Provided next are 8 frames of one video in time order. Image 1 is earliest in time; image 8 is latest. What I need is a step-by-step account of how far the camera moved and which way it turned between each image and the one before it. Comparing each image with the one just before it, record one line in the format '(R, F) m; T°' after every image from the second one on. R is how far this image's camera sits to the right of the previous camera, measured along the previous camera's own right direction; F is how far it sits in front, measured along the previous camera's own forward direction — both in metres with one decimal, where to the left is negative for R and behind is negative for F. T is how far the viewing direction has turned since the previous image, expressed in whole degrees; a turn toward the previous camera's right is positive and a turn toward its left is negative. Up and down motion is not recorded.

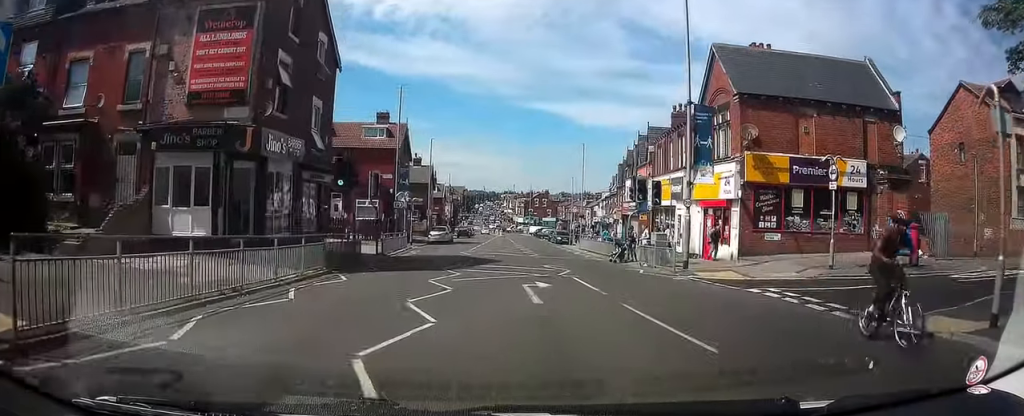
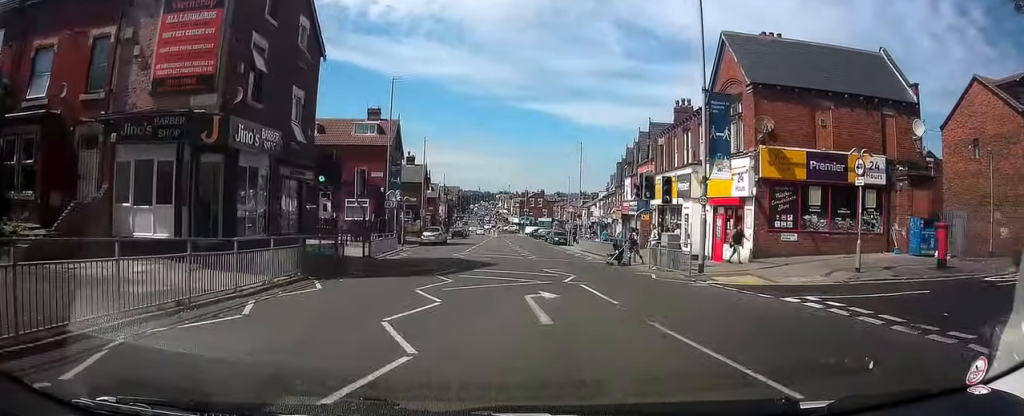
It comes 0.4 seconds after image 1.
(0.0, +2.3) m; 0°
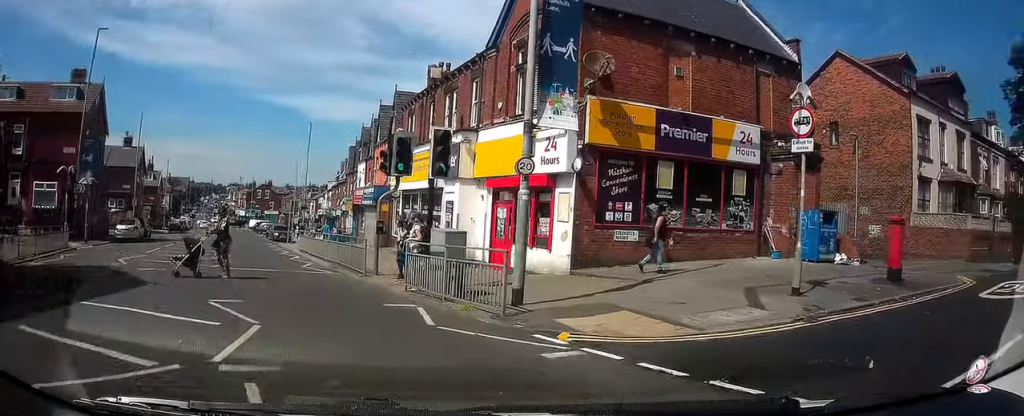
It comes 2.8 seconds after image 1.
(+1.4, +11.3) m; +23°
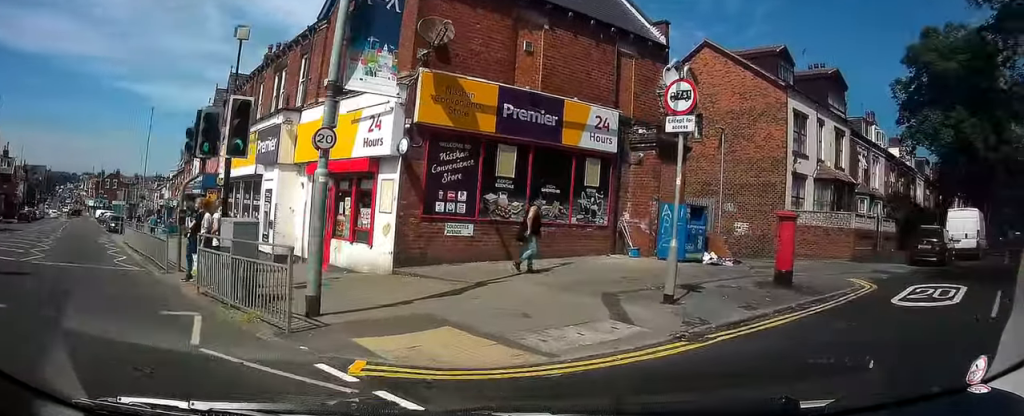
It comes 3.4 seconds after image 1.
(0.0, +2.3) m; +12°
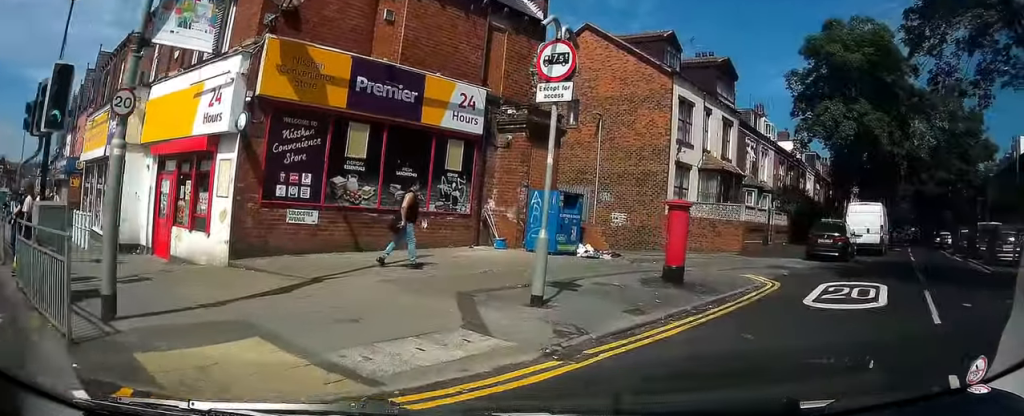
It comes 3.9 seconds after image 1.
(+0.3, +1.6) m; +10°
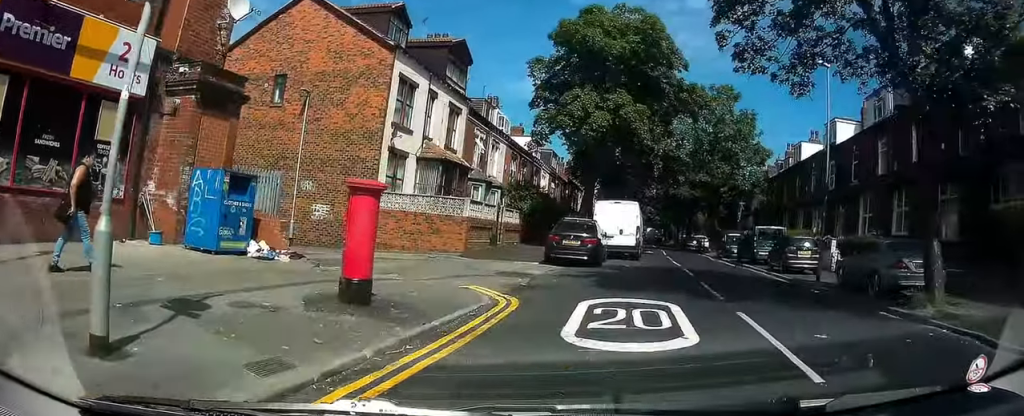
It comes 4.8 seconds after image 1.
(+0.7, +3.4) m; +18°
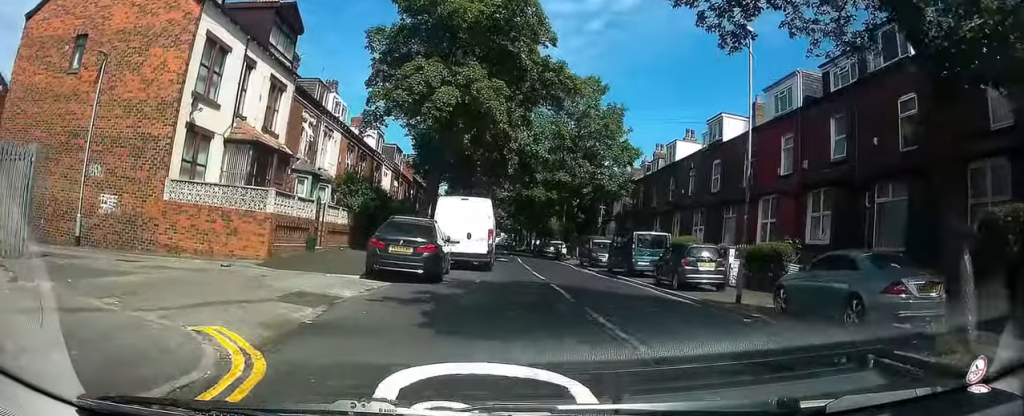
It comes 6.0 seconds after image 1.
(+0.6, +4.3) m; +12°
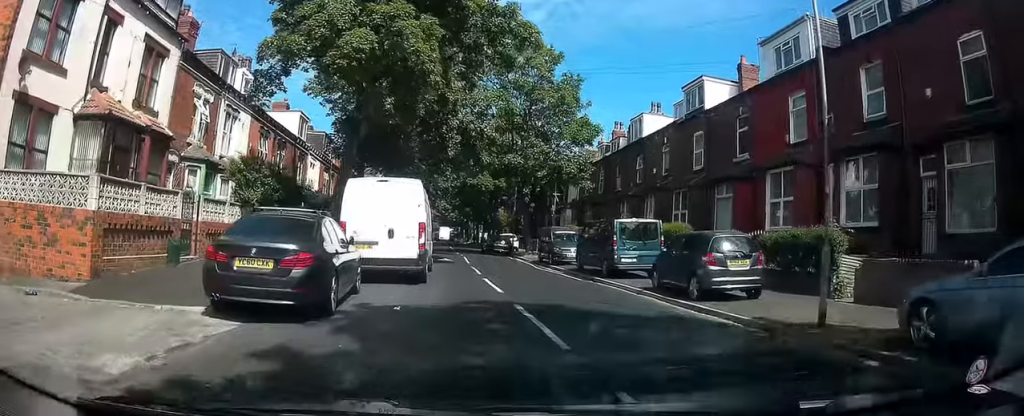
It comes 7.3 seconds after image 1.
(+0.3, +5.0) m; +7°
